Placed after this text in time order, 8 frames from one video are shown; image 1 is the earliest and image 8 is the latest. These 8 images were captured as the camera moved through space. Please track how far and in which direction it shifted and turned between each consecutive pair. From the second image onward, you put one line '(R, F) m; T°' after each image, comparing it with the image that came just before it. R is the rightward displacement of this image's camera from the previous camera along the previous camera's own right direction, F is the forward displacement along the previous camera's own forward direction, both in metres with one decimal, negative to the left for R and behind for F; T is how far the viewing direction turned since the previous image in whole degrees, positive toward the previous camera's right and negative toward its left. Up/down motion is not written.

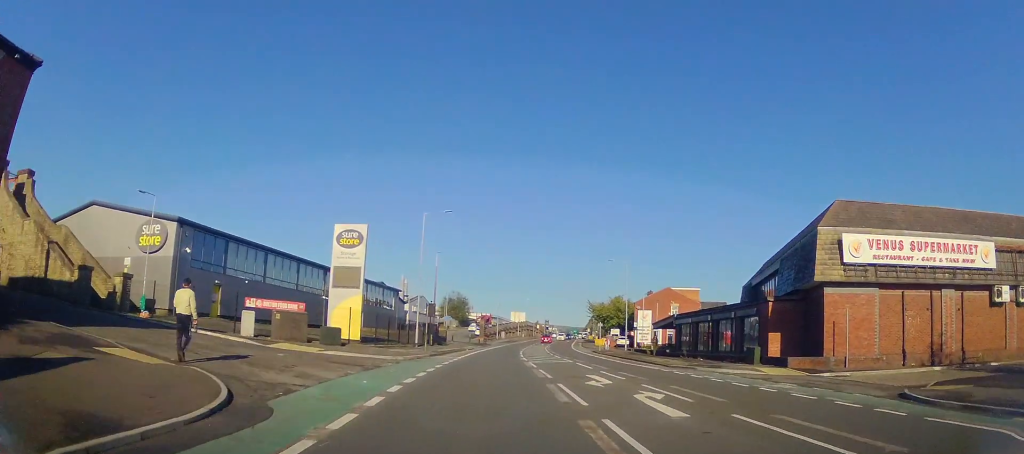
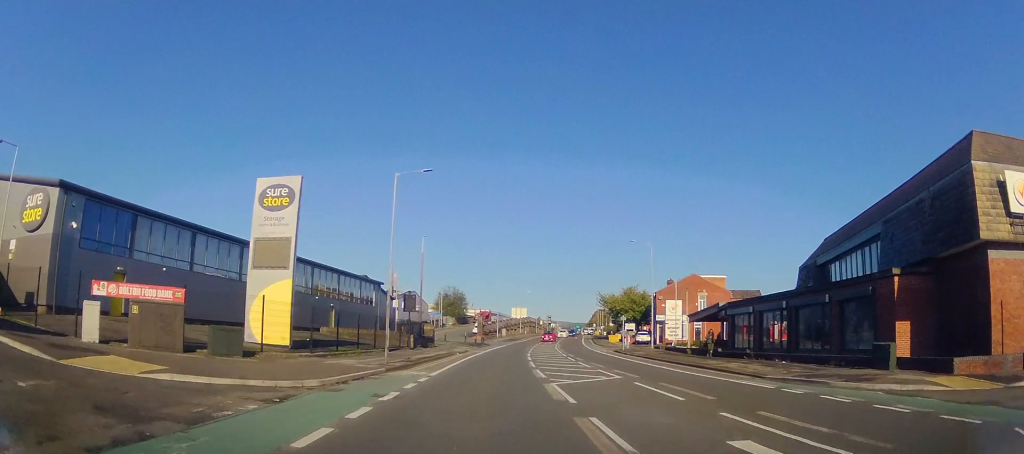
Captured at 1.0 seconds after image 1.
(+0.3, +11.1) m; +1°
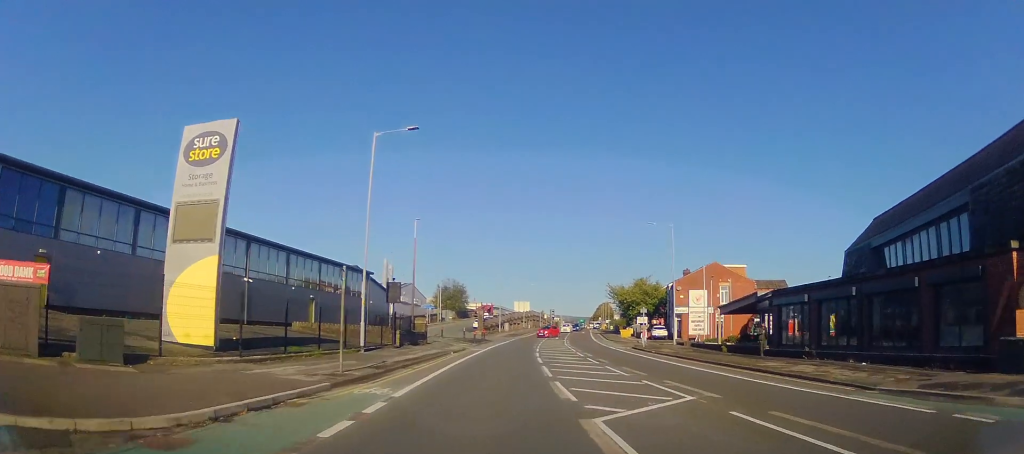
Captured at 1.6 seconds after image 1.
(+0.2, +6.2) m; -1°
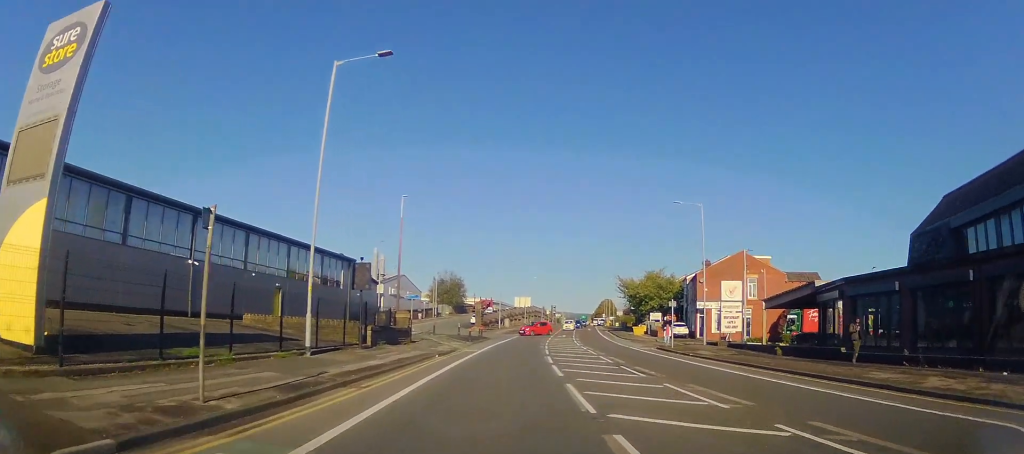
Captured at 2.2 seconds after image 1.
(-0.4, +7.1) m; -1°
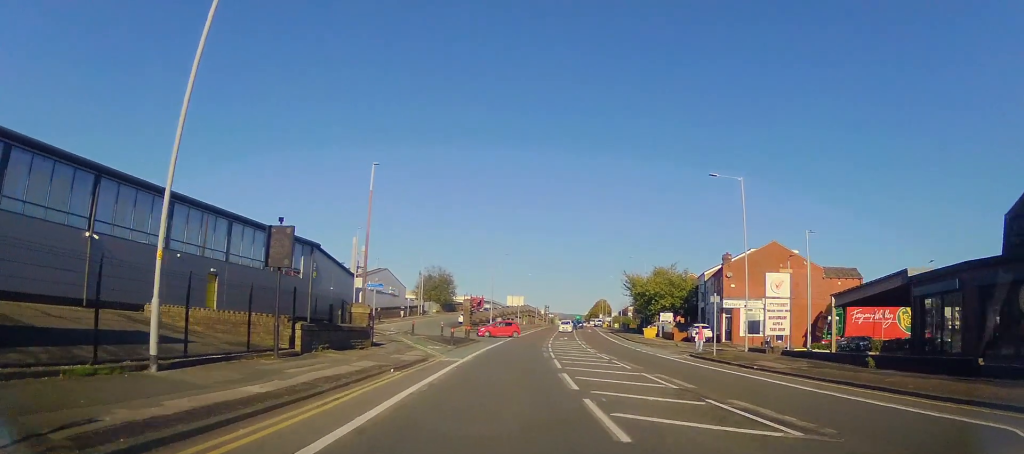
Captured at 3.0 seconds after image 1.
(0.0, +8.4) m; +1°
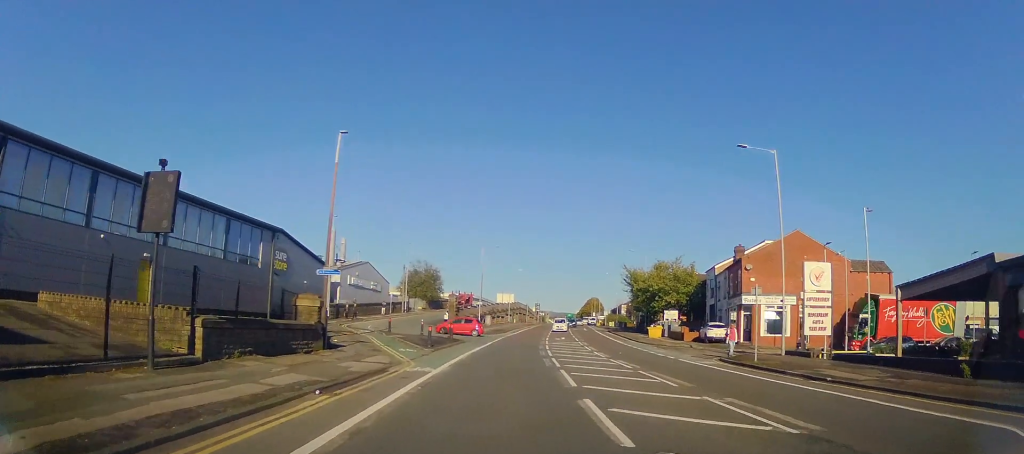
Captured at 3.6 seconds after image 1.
(0.0, +5.9) m; +2°
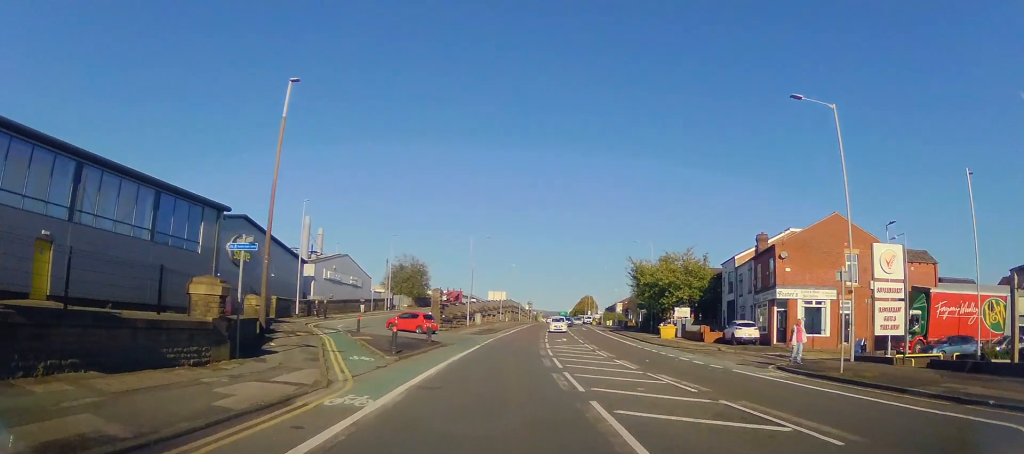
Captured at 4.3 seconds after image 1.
(+0.2, +6.6) m; +2°
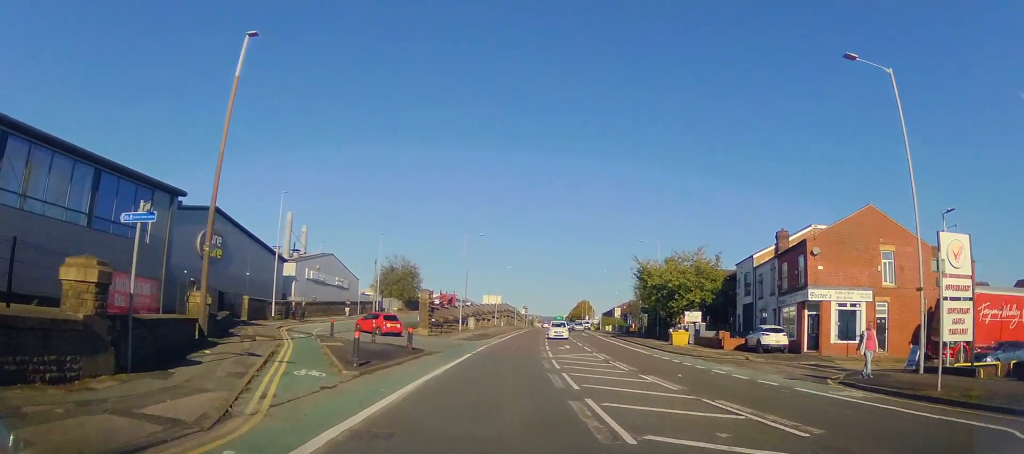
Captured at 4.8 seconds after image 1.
(+0.1, +4.4) m; +1°
